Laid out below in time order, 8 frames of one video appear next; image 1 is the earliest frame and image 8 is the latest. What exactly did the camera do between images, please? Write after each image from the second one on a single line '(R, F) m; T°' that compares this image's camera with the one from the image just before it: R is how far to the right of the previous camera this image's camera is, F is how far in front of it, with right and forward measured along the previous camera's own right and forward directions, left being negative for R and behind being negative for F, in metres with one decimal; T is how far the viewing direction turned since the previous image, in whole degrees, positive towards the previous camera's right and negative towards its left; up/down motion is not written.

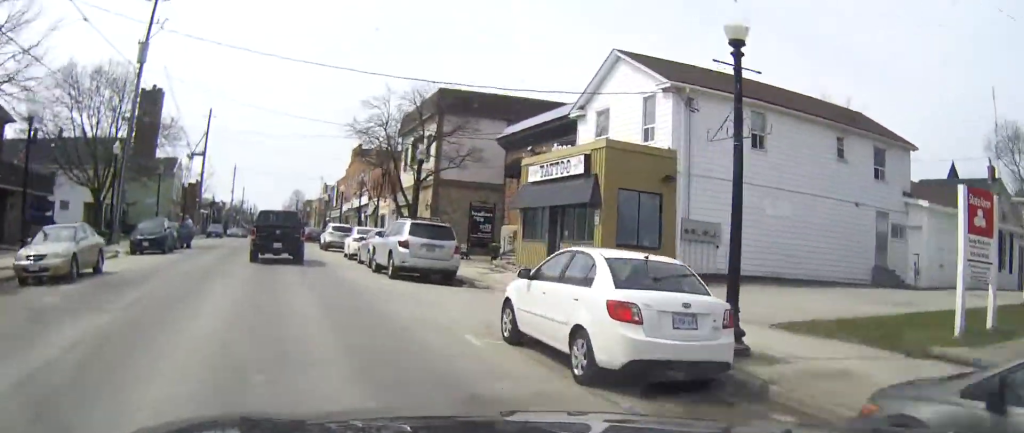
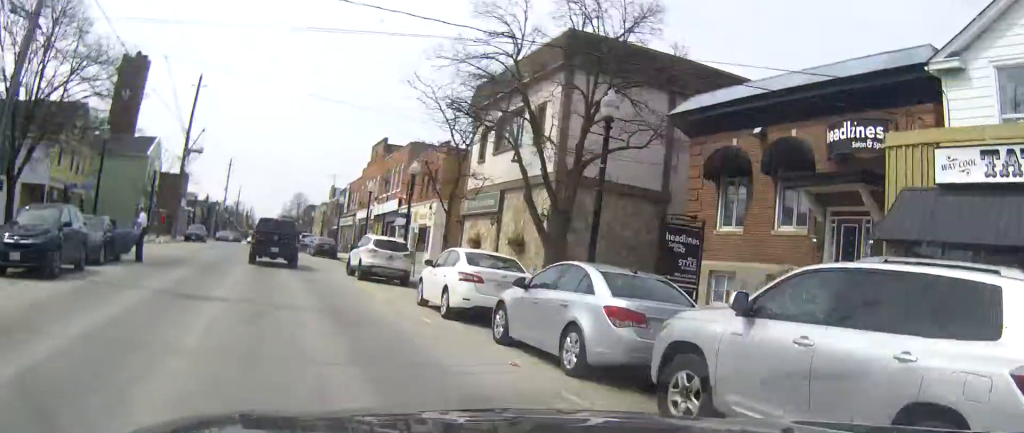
(-0.1, +18.6) m; 0°
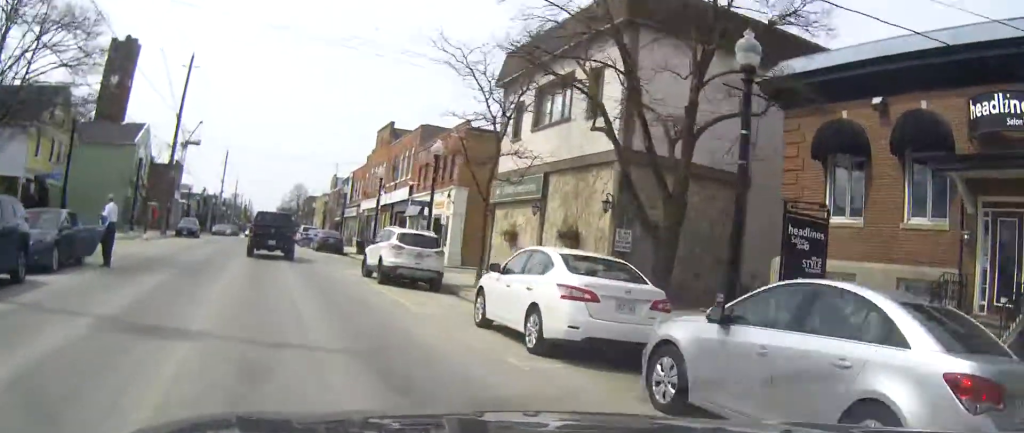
(0.0, +5.1) m; 0°
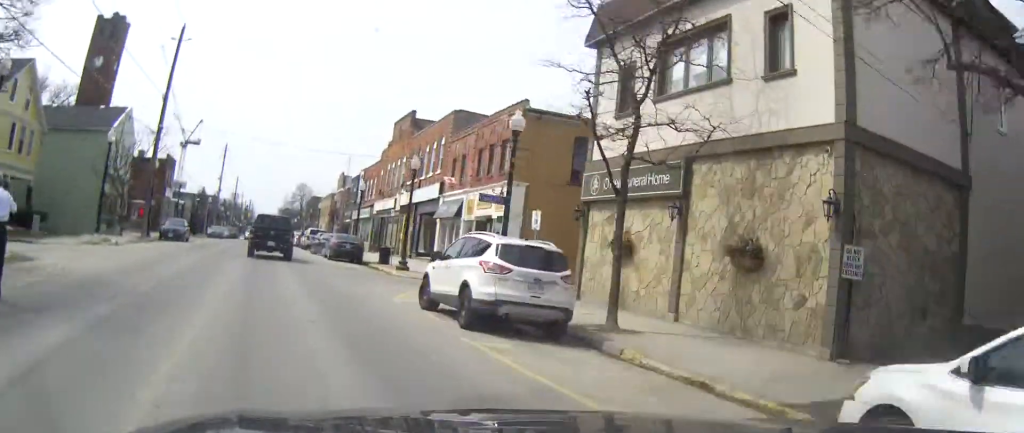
(+0.1, +9.0) m; 0°
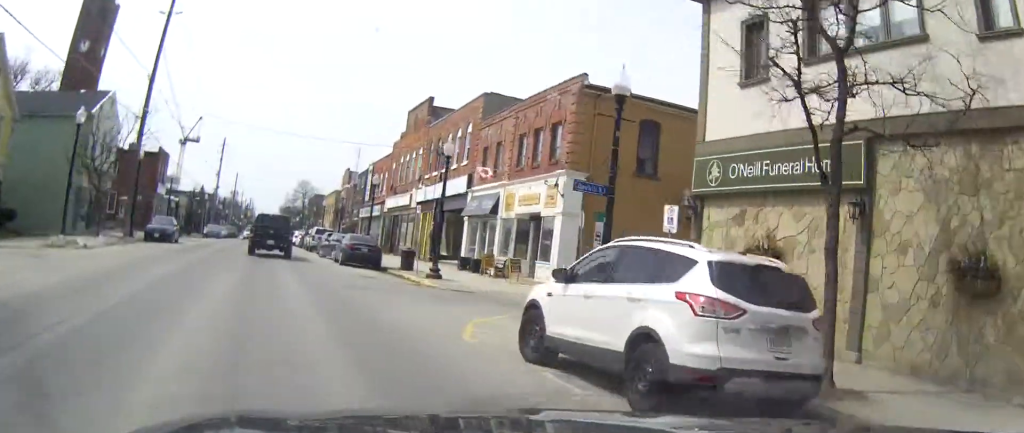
(0.0, +6.1) m; 0°
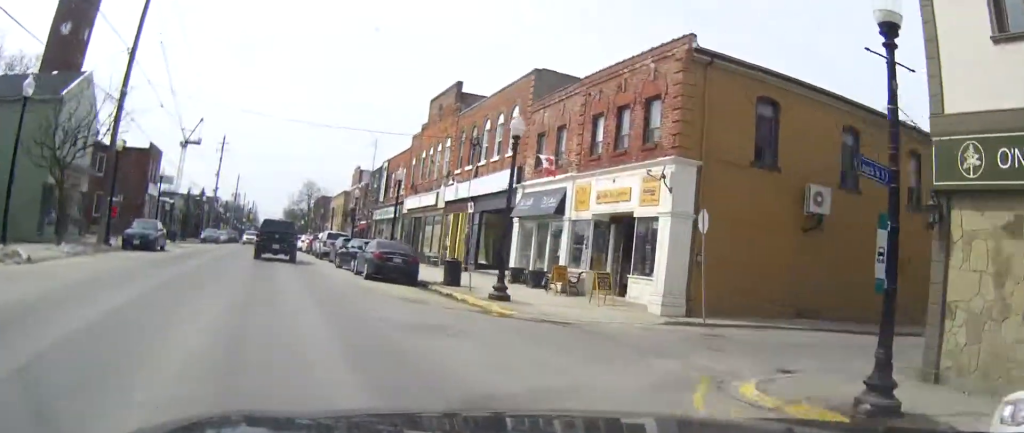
(0.0, +7.1) m; 0°
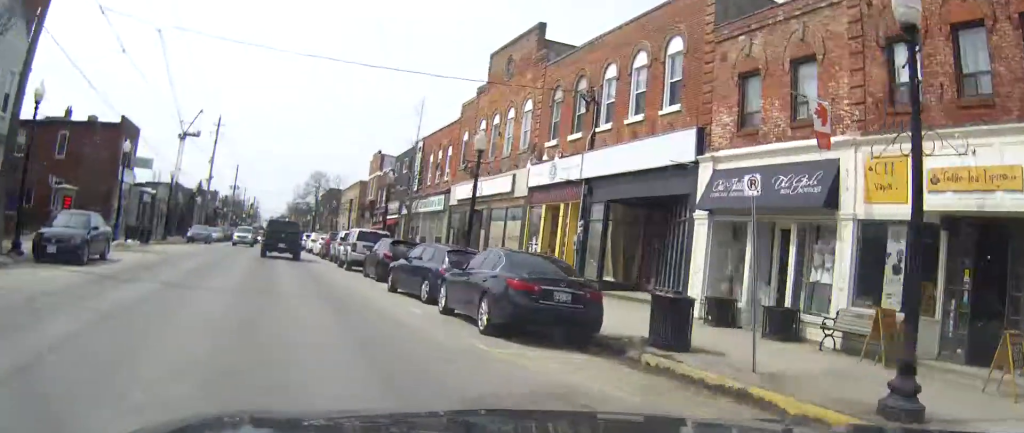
(0.0, +13.7) m; 0°
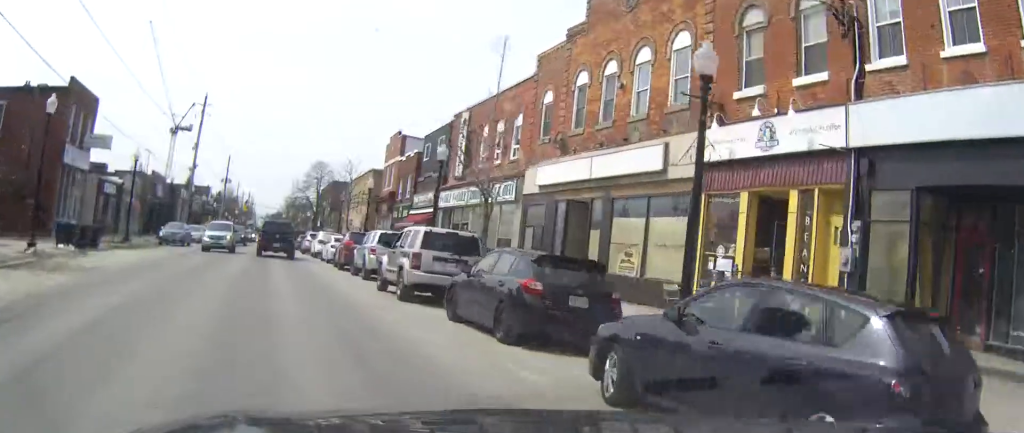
(0.0, +13.0) m; 0°
